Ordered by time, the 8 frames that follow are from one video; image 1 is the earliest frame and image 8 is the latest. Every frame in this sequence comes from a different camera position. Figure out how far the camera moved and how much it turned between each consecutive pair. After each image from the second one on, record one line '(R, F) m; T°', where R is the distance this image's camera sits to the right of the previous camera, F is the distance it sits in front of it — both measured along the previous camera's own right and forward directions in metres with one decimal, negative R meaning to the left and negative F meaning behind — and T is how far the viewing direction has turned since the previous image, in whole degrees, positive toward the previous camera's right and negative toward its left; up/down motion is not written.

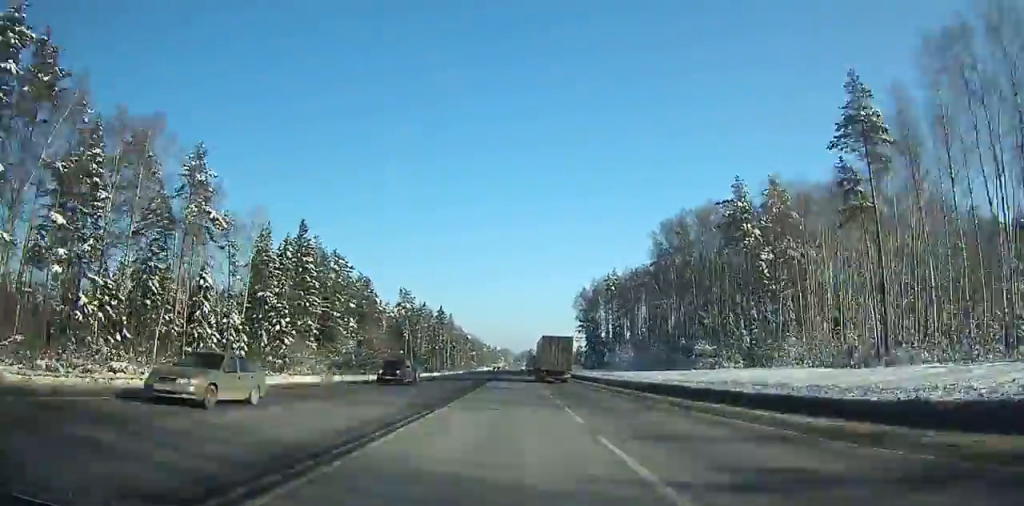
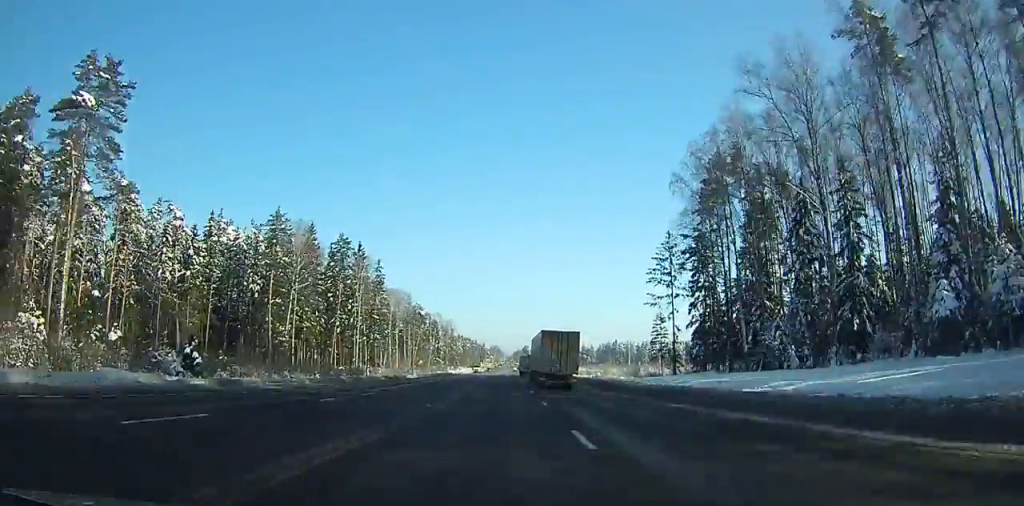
(+0.9, +146.0) m; +1°
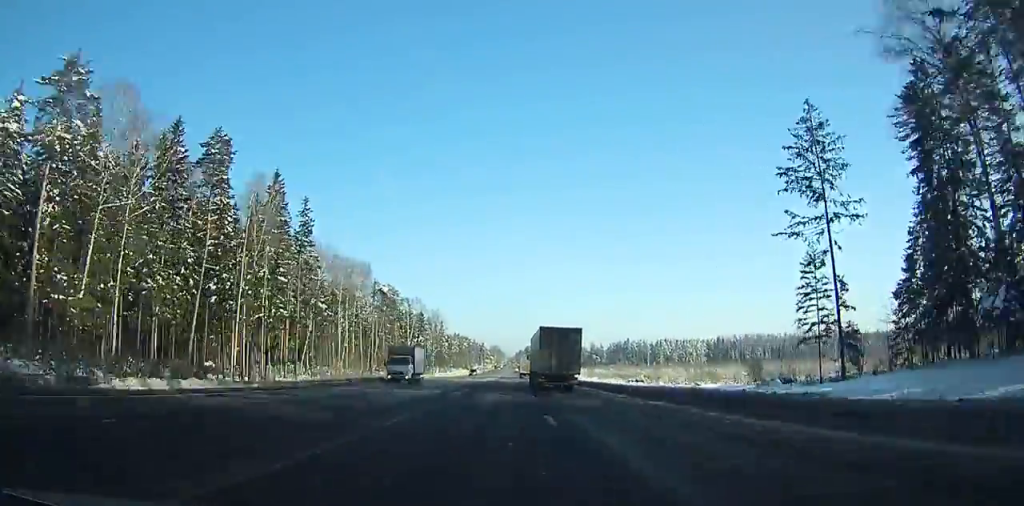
(+0.1, +55.4) m; 0°
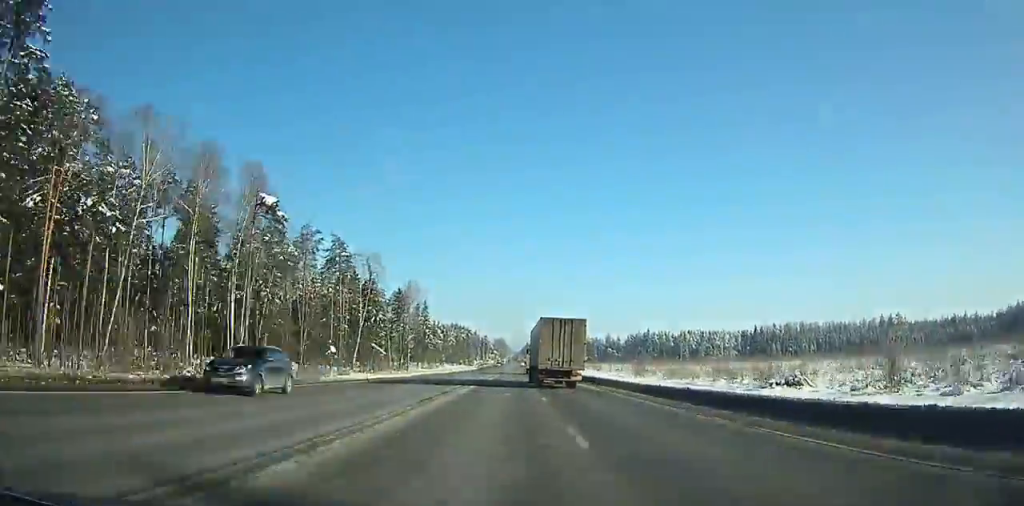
(-0.1, +63.4) m; 0°
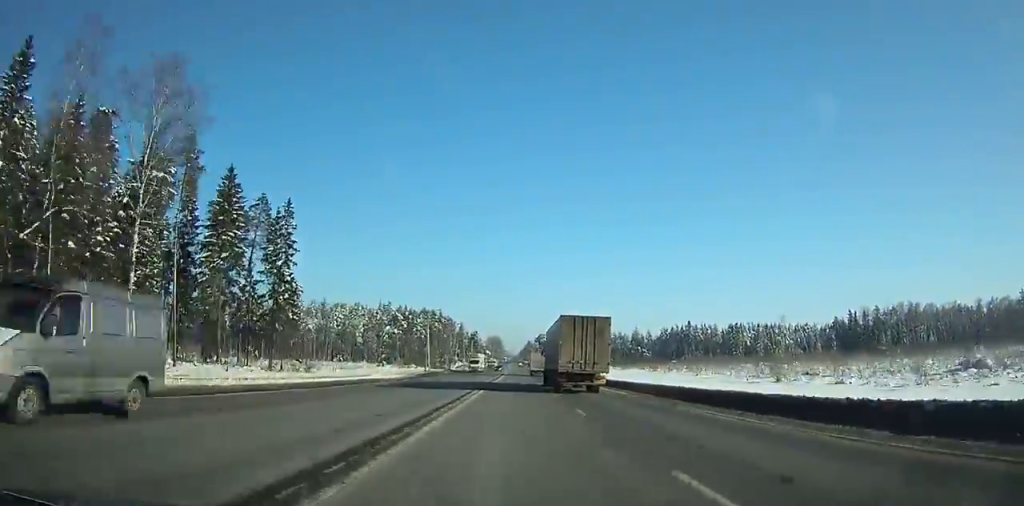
(-0.4, +122.5) m; 0°
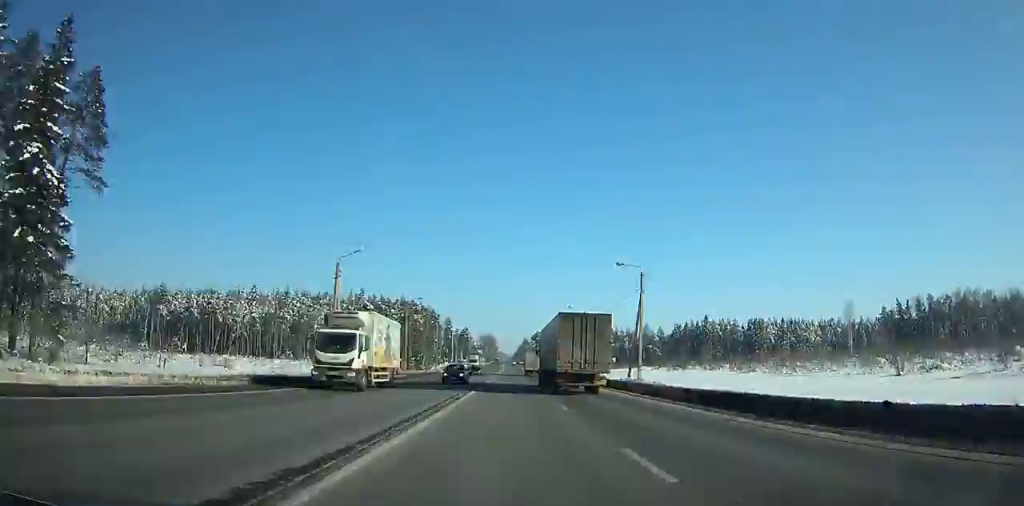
(+0.3, +42.5) m; 0°
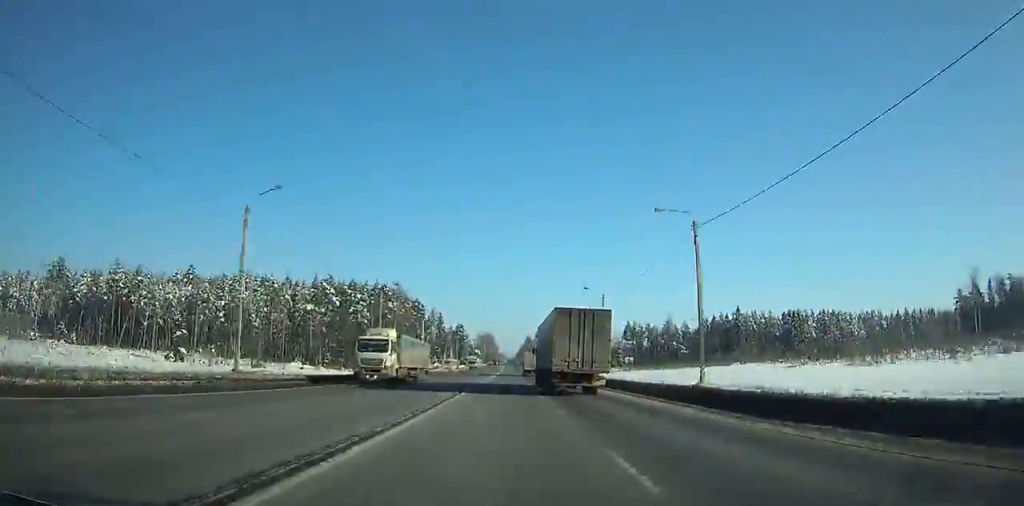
(-0.2, +47.0) m; 0°
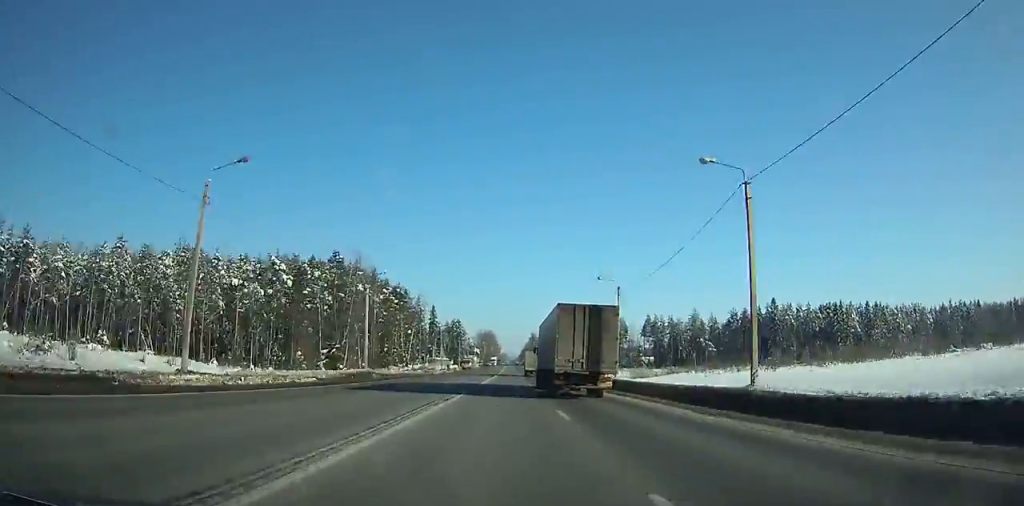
(-0.1, +37.0) m; 0°
